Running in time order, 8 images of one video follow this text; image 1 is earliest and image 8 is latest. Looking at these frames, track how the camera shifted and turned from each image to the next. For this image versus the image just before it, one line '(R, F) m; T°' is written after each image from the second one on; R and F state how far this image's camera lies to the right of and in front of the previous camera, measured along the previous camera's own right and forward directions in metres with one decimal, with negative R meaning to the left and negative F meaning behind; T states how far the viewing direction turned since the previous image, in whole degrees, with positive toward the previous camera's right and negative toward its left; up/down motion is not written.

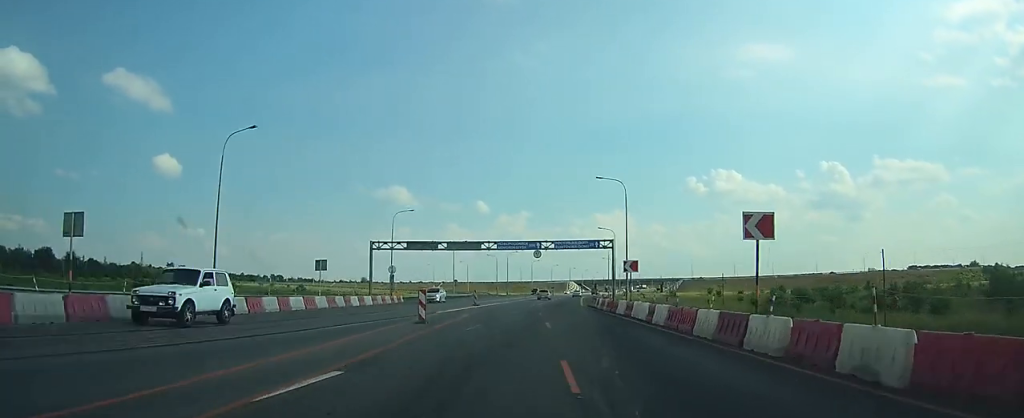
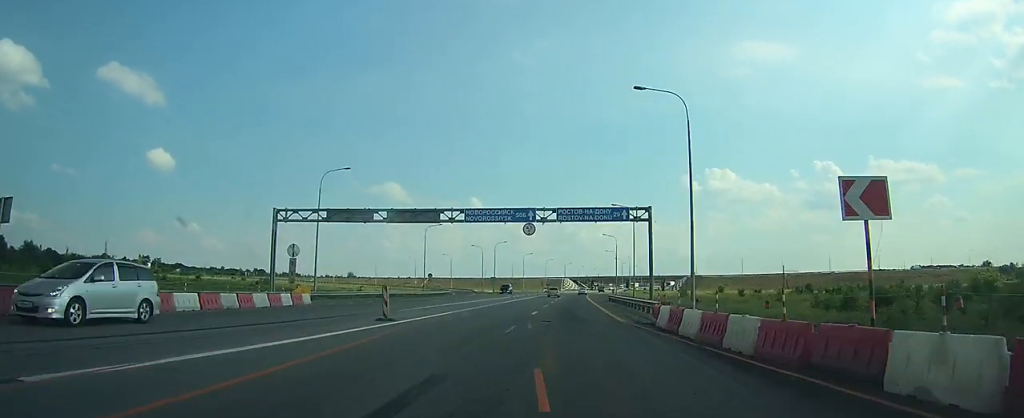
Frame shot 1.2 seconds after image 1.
(-0.4, +25.3) m; -1°
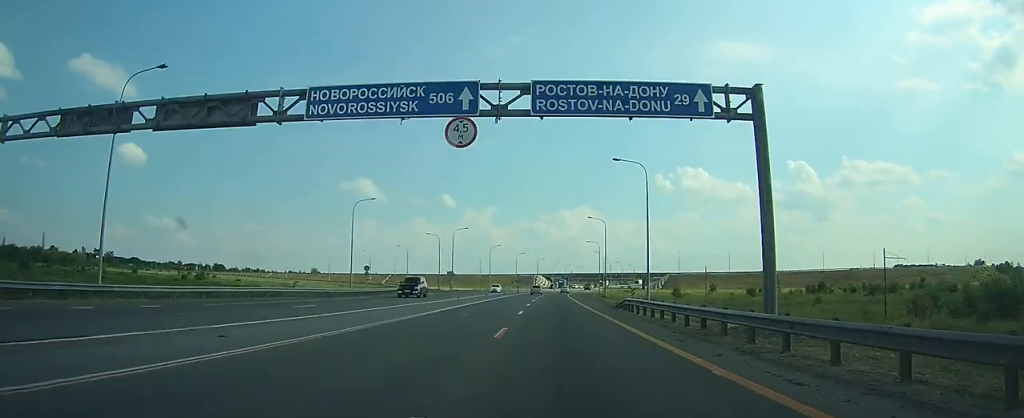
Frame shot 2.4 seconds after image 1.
(0.0, +25.3) m; +1°
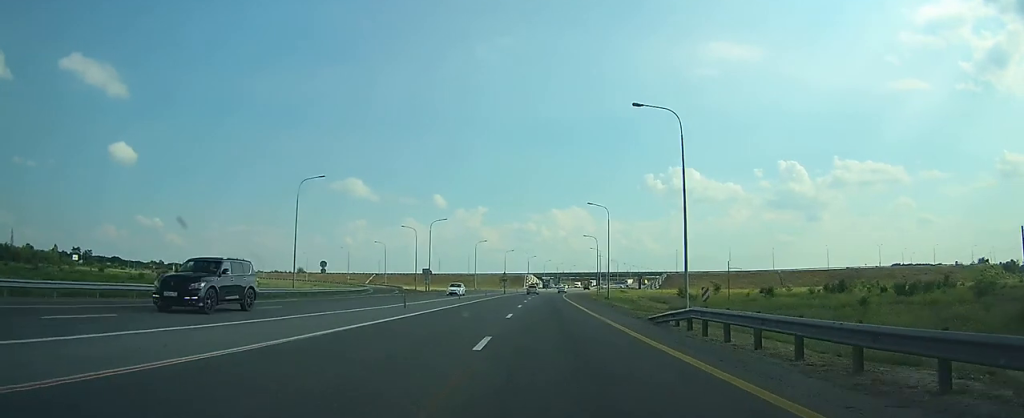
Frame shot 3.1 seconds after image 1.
(+0.2, +14.8) m; +1°
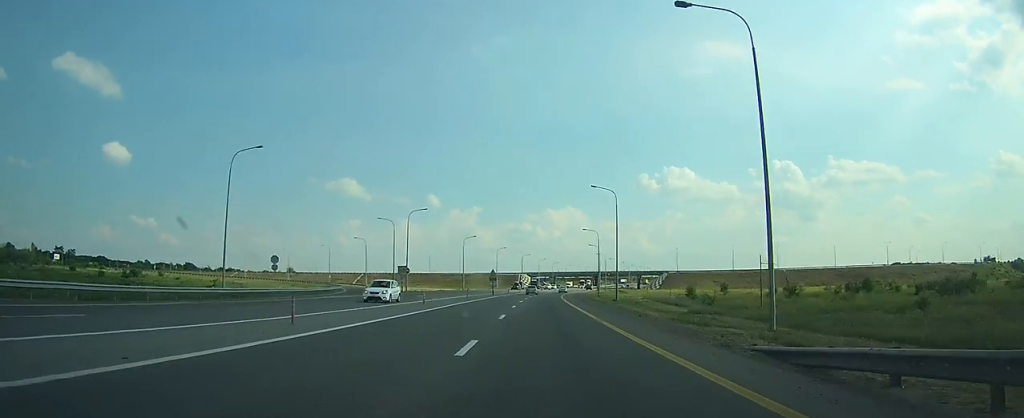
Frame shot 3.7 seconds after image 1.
(+0.1, +12.7) m; +1°
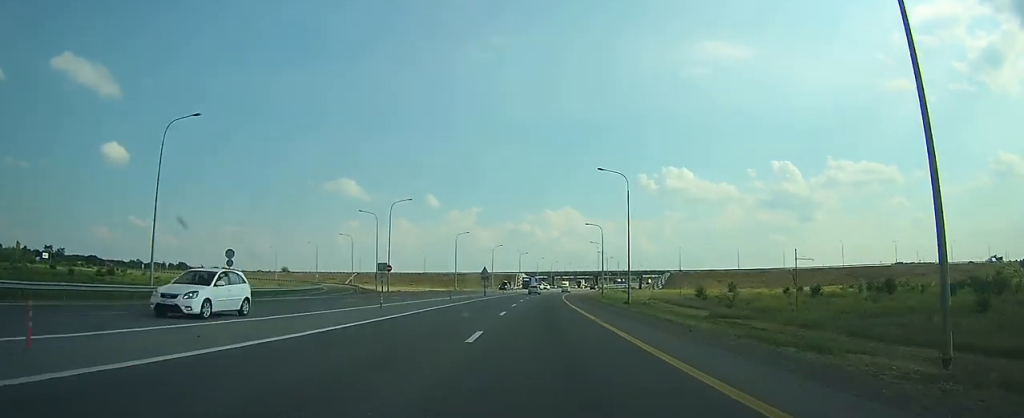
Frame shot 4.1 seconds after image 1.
(+0.1, +9.2) m; 0°
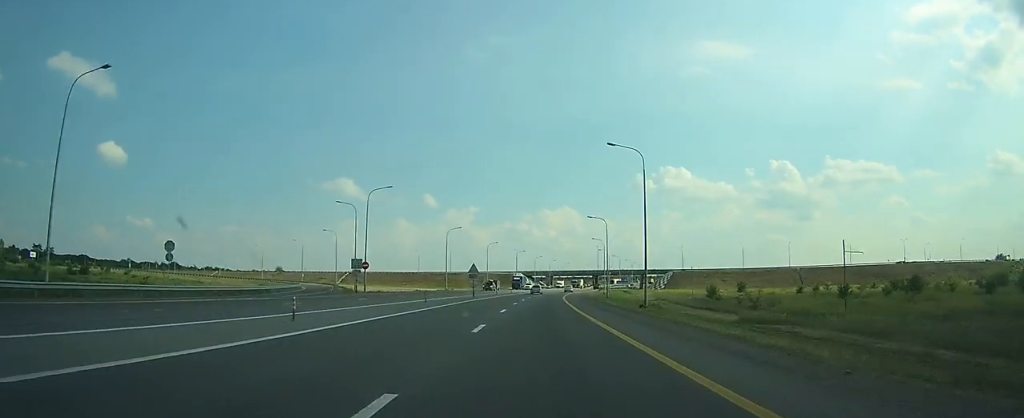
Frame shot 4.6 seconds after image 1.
(0.0, +9.2) m; 0°
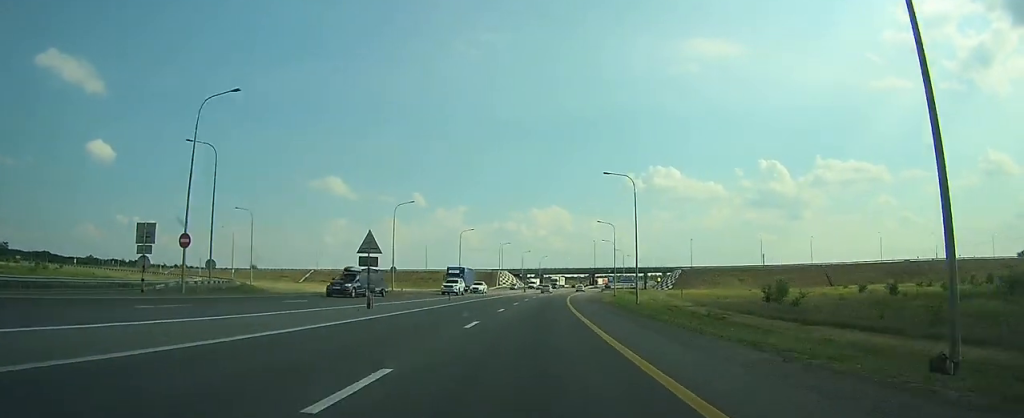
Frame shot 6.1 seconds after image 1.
(+0.4, +33.6) m; +1°
